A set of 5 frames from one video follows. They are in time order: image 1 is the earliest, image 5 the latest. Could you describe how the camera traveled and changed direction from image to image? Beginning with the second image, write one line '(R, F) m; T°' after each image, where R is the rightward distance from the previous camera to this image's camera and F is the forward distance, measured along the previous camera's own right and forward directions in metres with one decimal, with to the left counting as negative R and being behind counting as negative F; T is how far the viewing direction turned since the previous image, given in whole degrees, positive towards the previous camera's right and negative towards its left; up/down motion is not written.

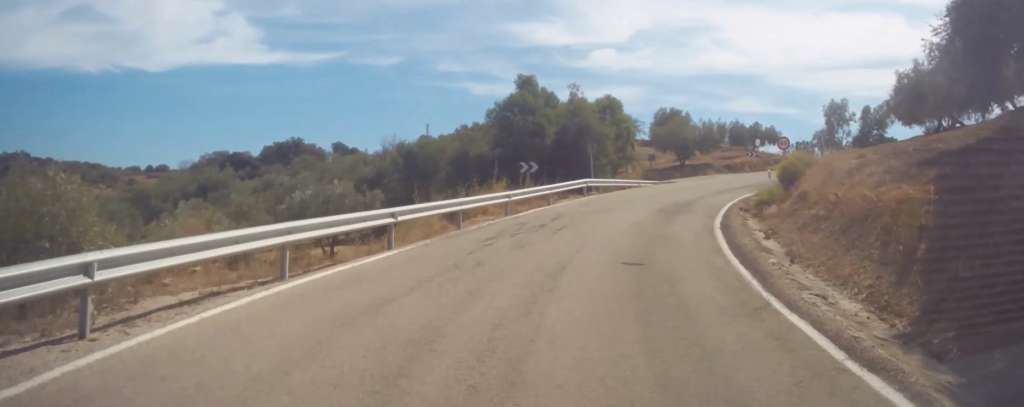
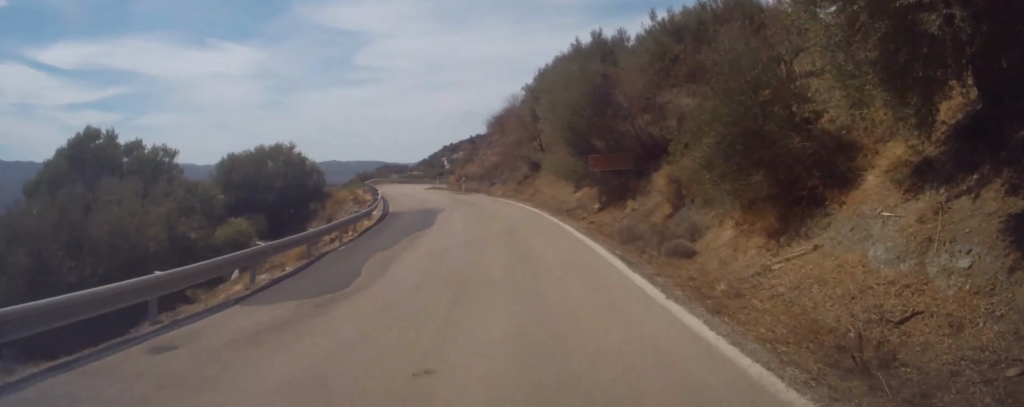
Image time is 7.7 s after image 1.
(+36.3, +71.8) m; +51°
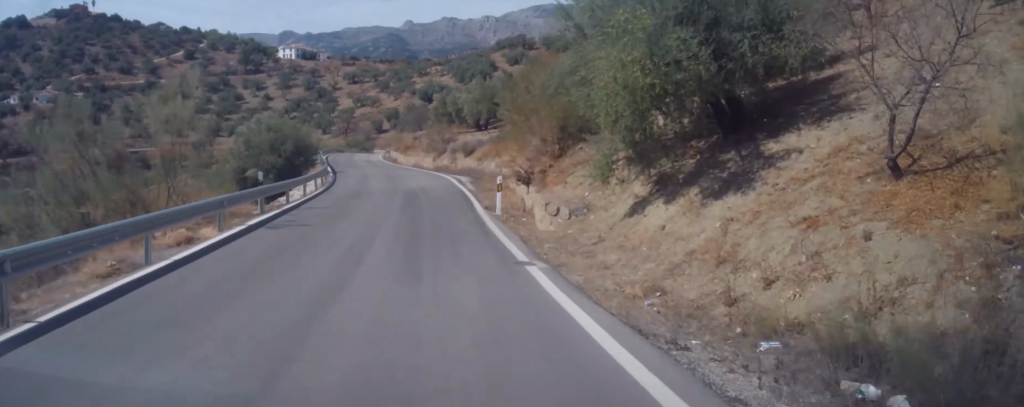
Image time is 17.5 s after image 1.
(+55.7, +98.8) m; +44°
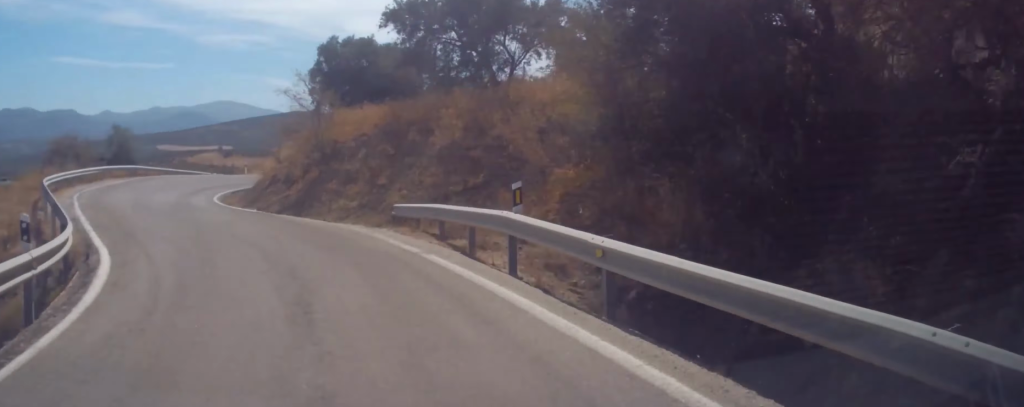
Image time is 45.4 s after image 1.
(-178.6, +144.0) m; -99°
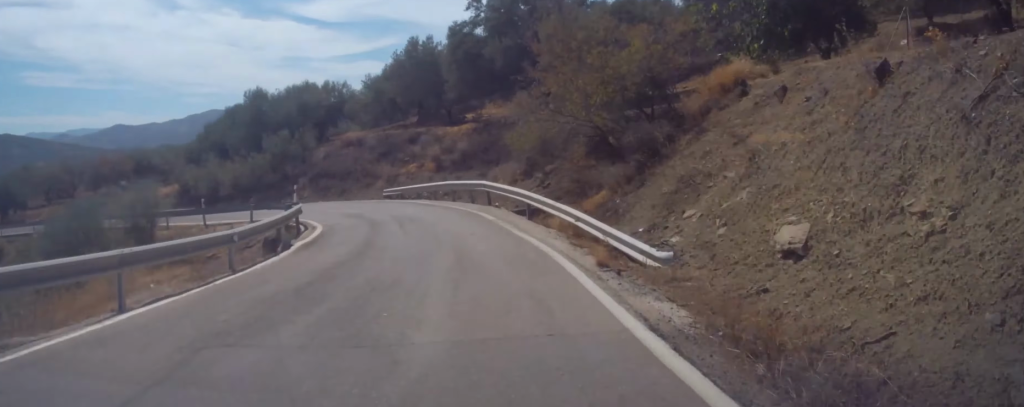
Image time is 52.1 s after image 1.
(+7.2, +70.4) m; -3°
